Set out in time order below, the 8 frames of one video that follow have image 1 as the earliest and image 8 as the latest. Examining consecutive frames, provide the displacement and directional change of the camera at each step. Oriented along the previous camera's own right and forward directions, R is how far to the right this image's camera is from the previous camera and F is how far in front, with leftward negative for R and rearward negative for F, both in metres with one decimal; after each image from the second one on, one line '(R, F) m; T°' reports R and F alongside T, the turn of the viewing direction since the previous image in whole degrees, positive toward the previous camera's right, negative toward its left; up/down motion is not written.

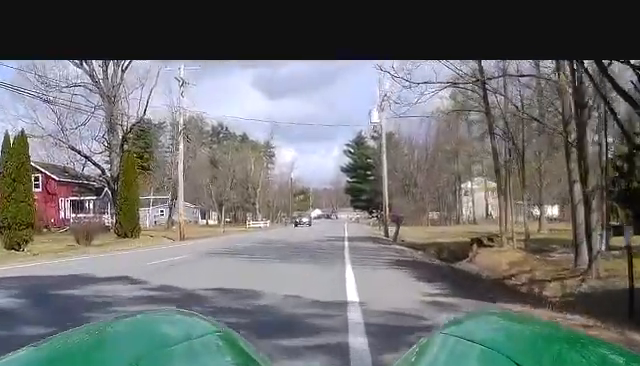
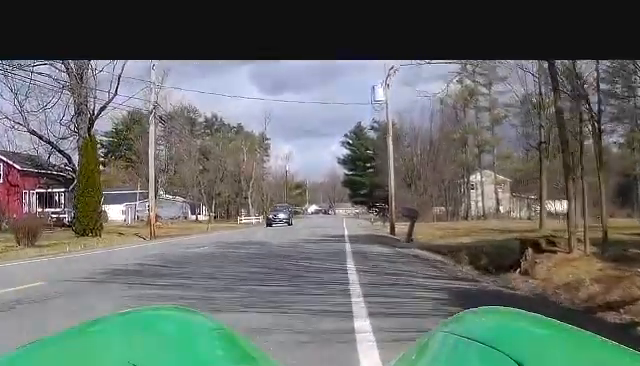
(0.0, +8.1) m; 0°
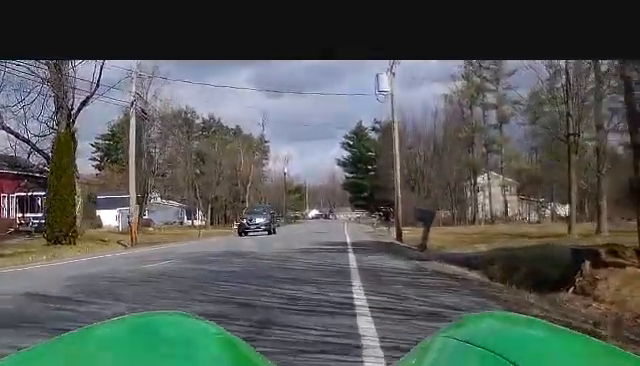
(0.0, +4.4) m; 0°
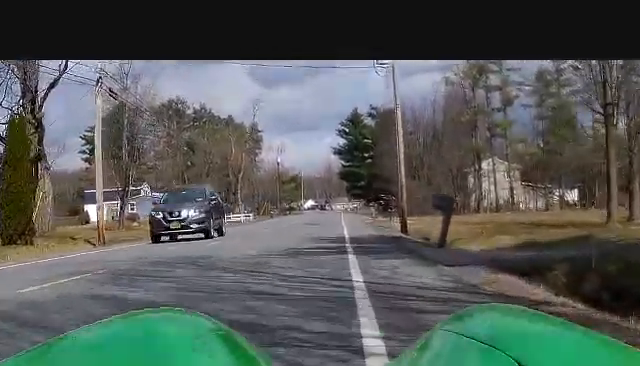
(0.0, +5.3) m; 0°
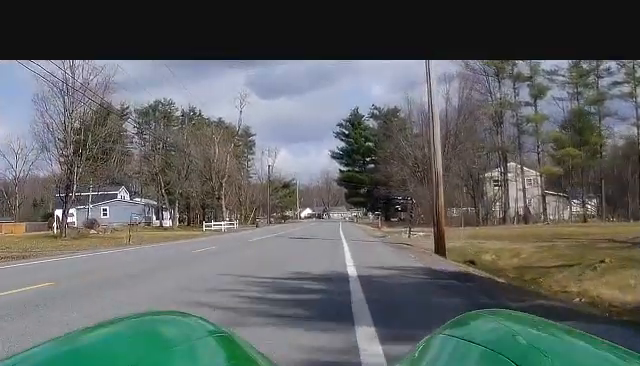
(-0.1, +14.3) m; -1°
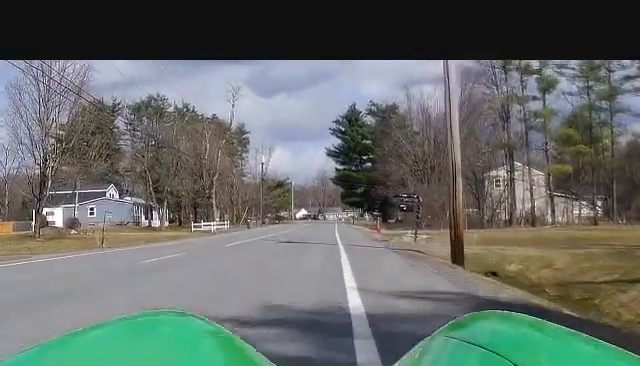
(0.0, +4.3) m; 0°
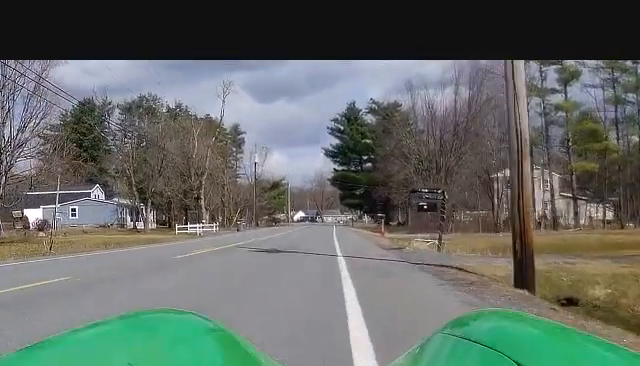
(0.0, +7.2) m; 0°
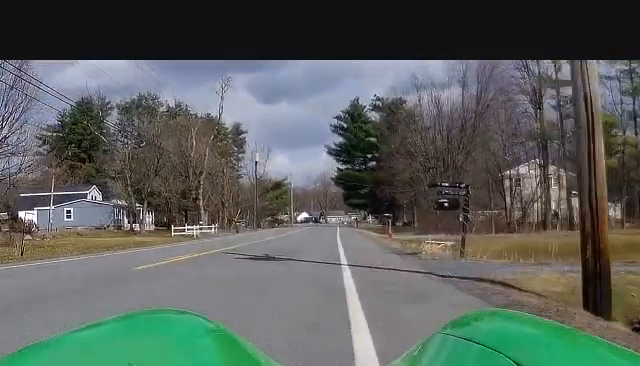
(0.0, +3.5) m; 0°
